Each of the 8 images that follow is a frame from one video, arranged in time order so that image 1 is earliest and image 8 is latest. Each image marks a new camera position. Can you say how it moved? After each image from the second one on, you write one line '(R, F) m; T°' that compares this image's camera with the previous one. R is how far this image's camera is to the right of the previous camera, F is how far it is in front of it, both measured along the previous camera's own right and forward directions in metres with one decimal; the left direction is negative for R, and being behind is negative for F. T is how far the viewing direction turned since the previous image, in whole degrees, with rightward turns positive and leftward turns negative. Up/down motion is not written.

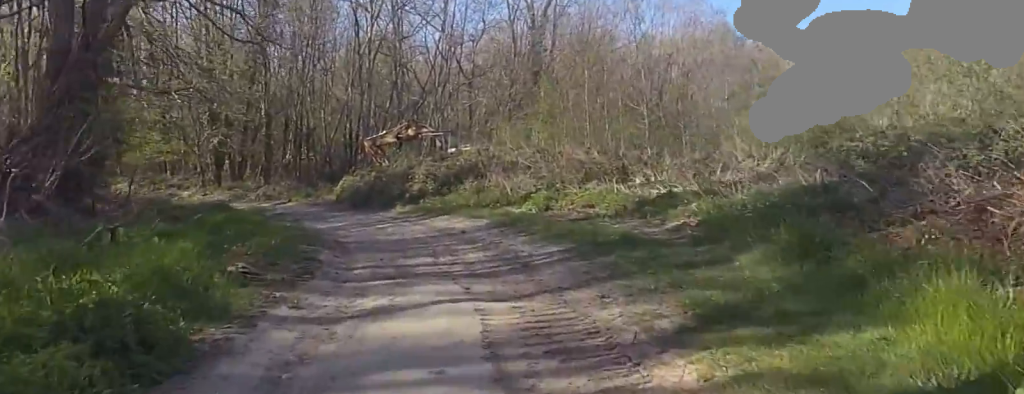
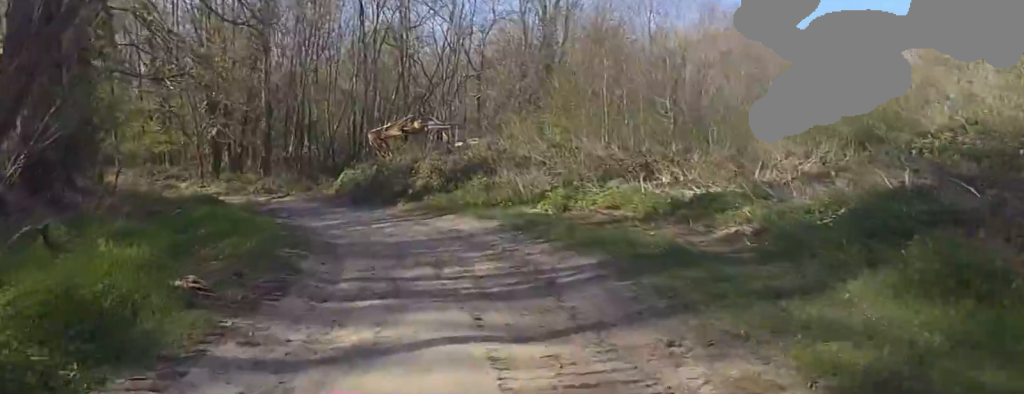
(0.0, +1.9) m; -2°
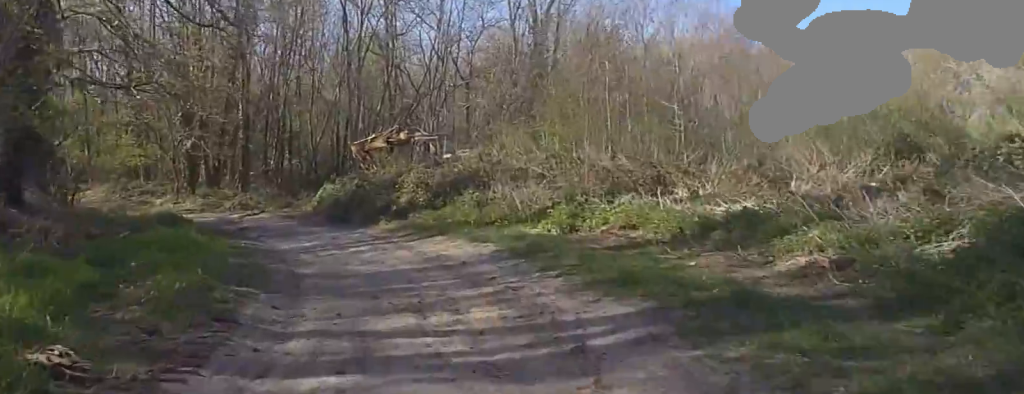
(-0.2, +2.2) m; -4°
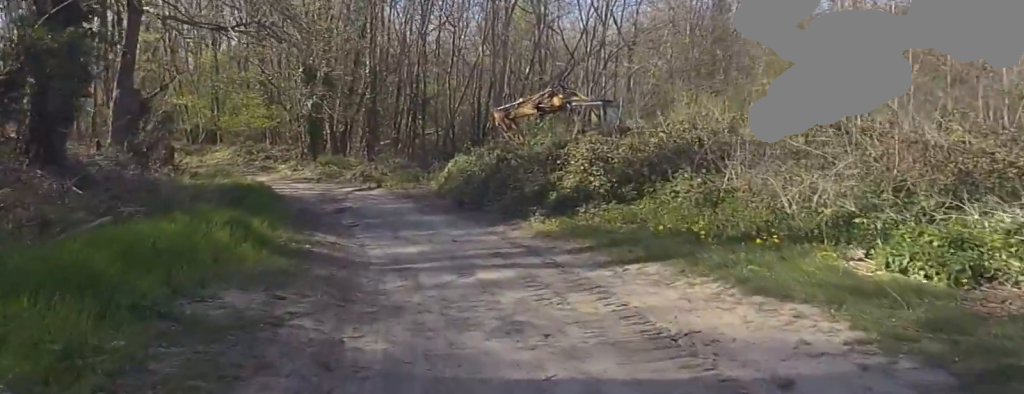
(-1.1, +7.2) m; -14°
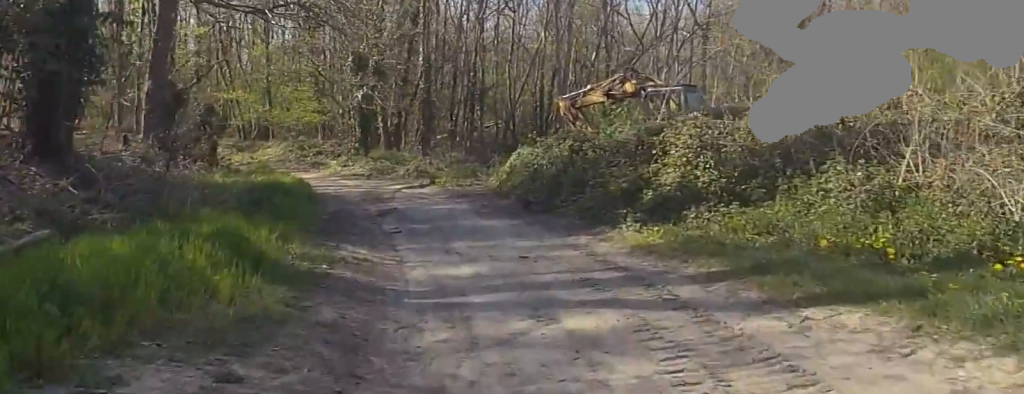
(-0.4, +2.7) m; 0°
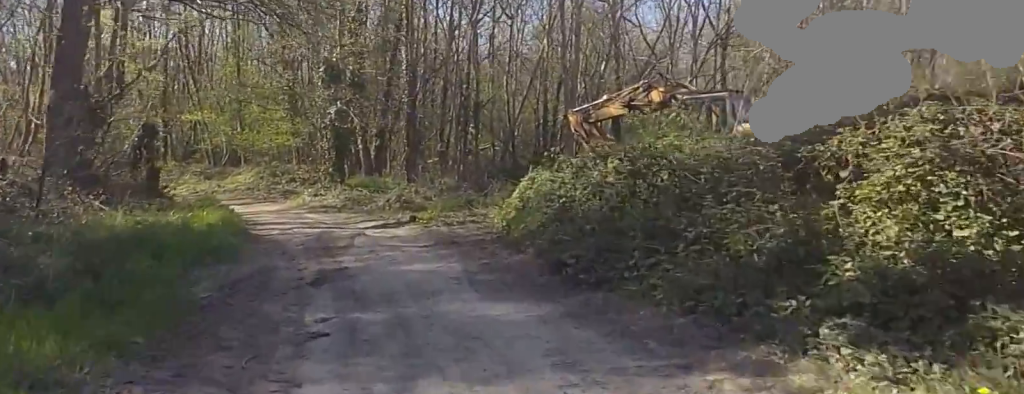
(+0.8, +5.2) m; +6°
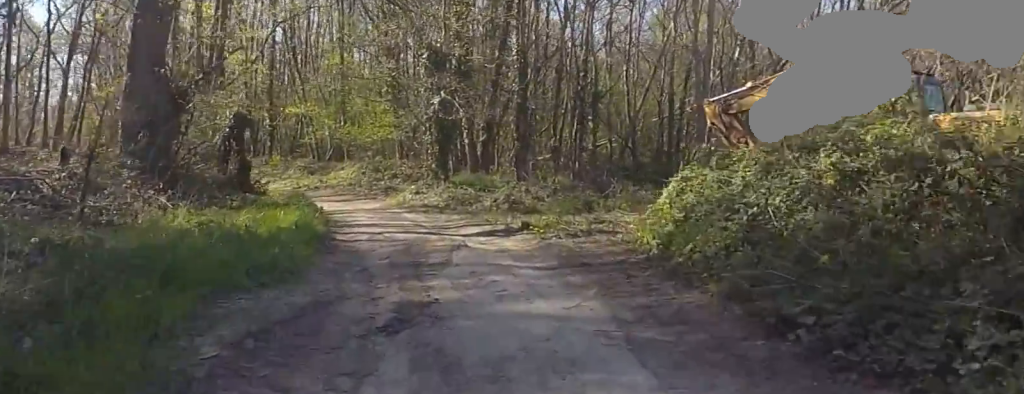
(+0.1, +2.8) m; -6°
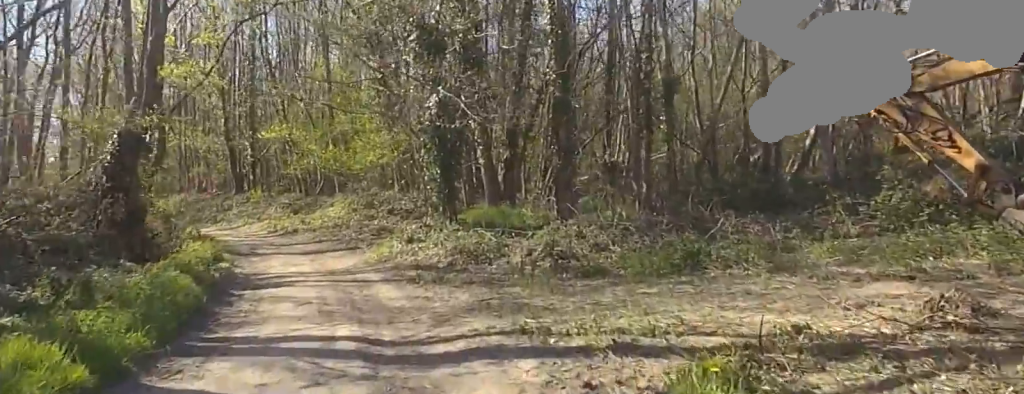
(-0.4, +9.5) m; +3°
